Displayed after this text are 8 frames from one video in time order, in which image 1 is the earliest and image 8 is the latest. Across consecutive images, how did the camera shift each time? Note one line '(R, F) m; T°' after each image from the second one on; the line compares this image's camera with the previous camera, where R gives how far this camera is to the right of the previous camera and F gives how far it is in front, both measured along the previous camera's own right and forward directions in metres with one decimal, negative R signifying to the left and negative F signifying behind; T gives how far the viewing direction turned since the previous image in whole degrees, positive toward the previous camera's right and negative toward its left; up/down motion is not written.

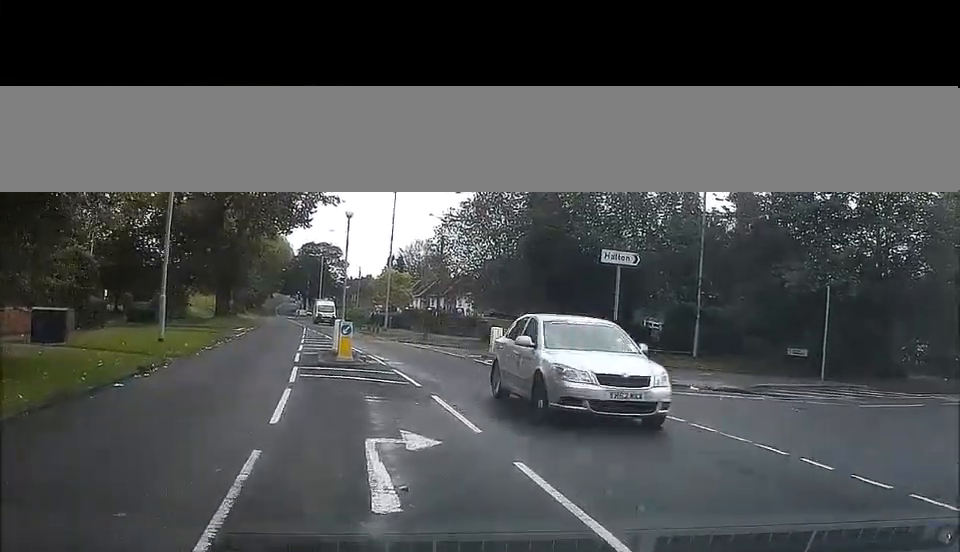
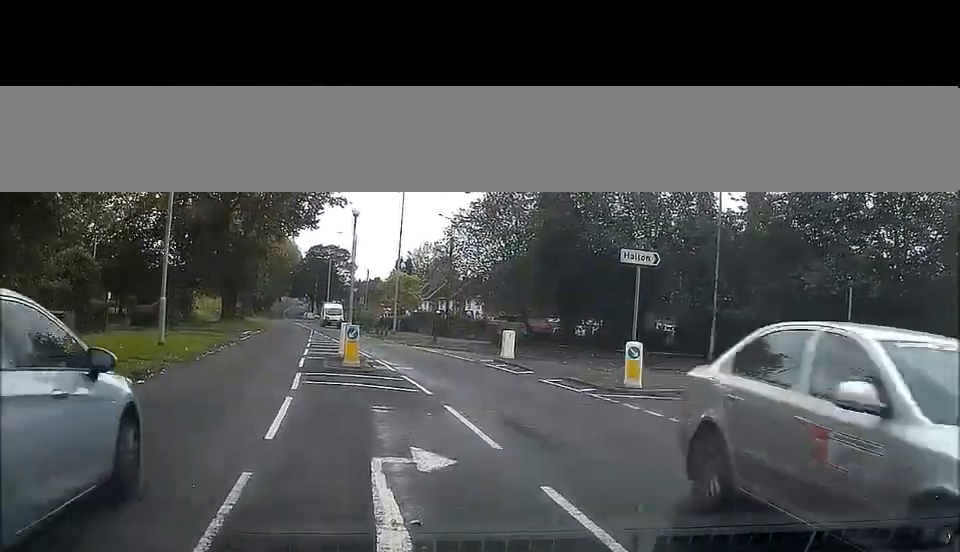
(0.0, +1.8) m; 0°
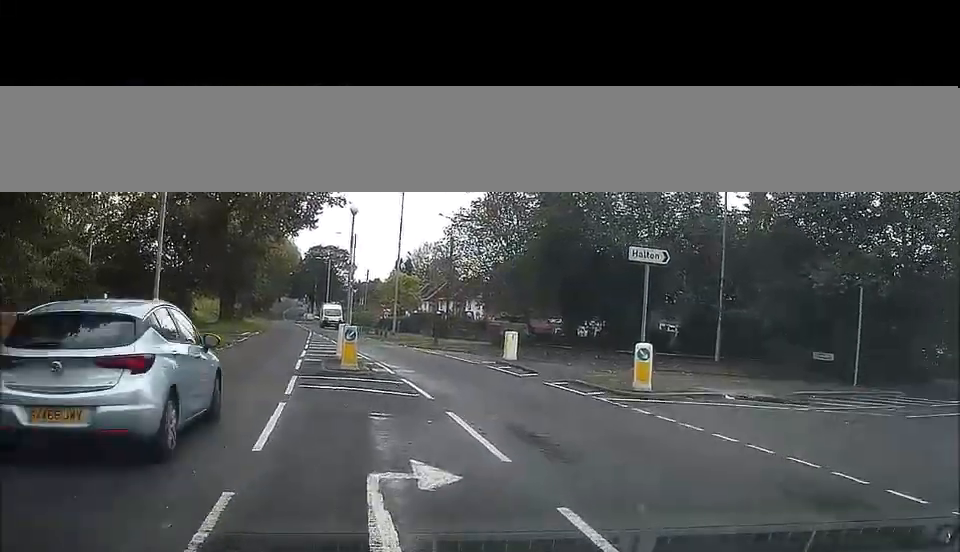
(0.0, +1.3) m; +2°
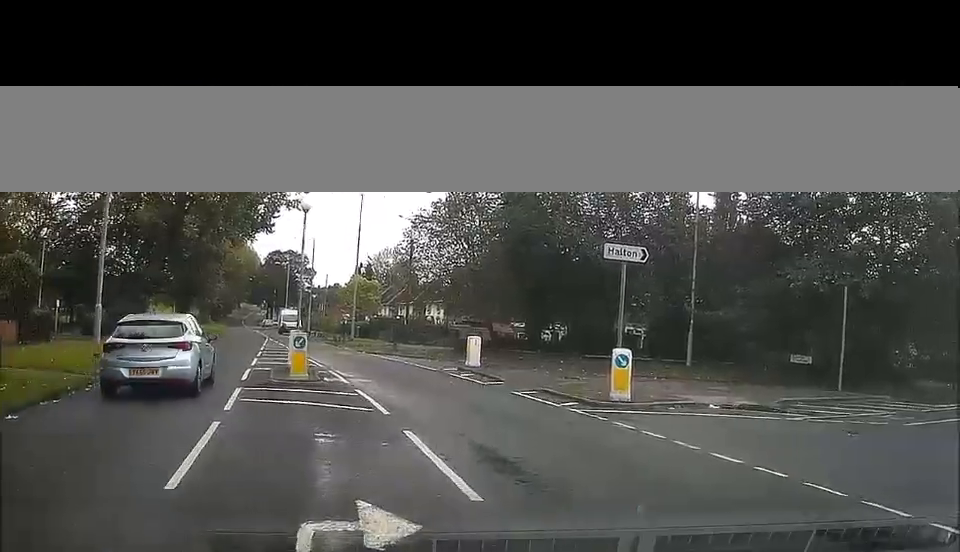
(0.0, +2.1) m; +7°
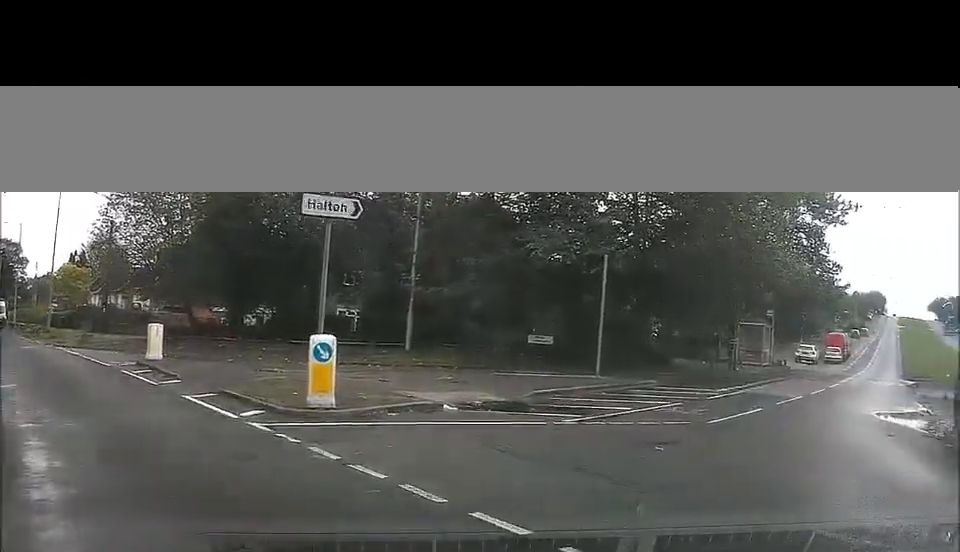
(+0.7, +3.8) m; +21°
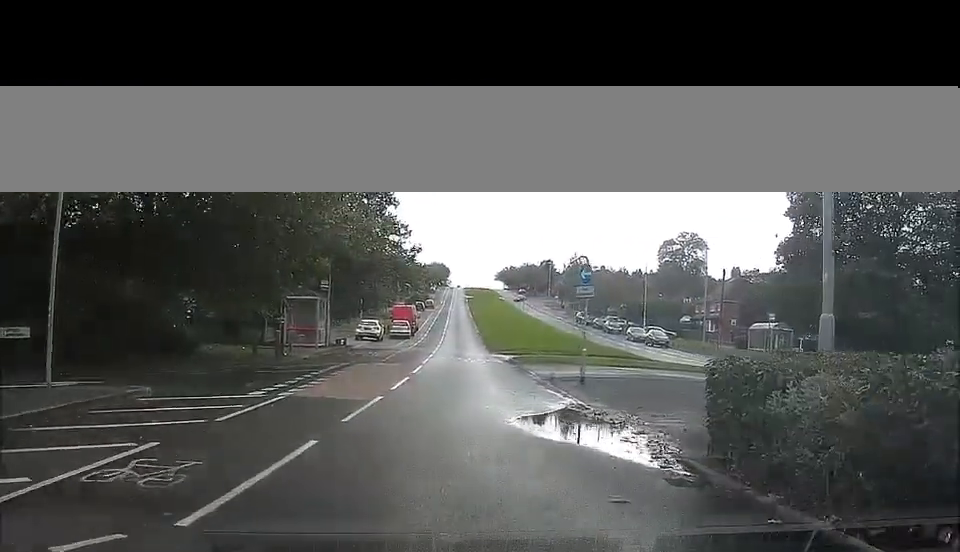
(+1.1, +5.7) m; +18°
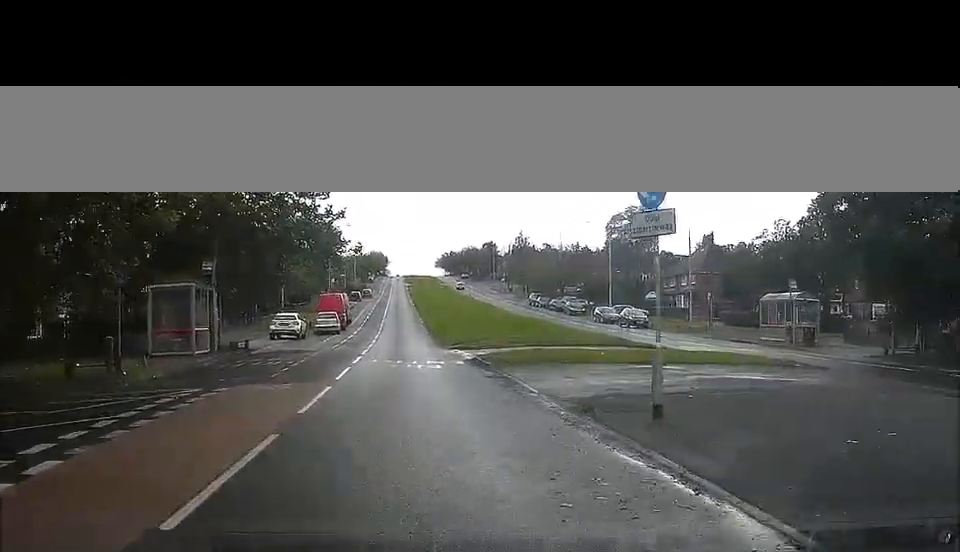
(+0.8, +11.6) m; +7°
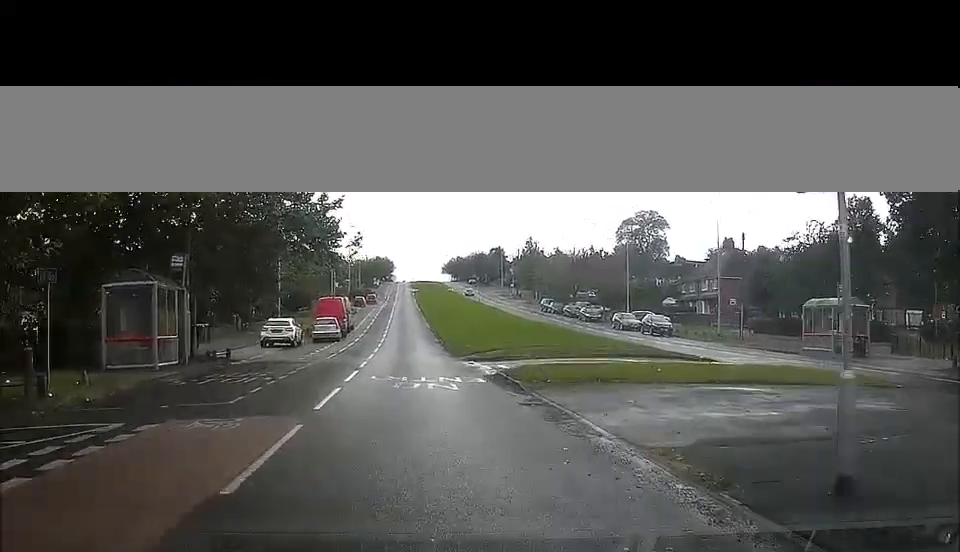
(+0.1, +5.1) m; -1°
